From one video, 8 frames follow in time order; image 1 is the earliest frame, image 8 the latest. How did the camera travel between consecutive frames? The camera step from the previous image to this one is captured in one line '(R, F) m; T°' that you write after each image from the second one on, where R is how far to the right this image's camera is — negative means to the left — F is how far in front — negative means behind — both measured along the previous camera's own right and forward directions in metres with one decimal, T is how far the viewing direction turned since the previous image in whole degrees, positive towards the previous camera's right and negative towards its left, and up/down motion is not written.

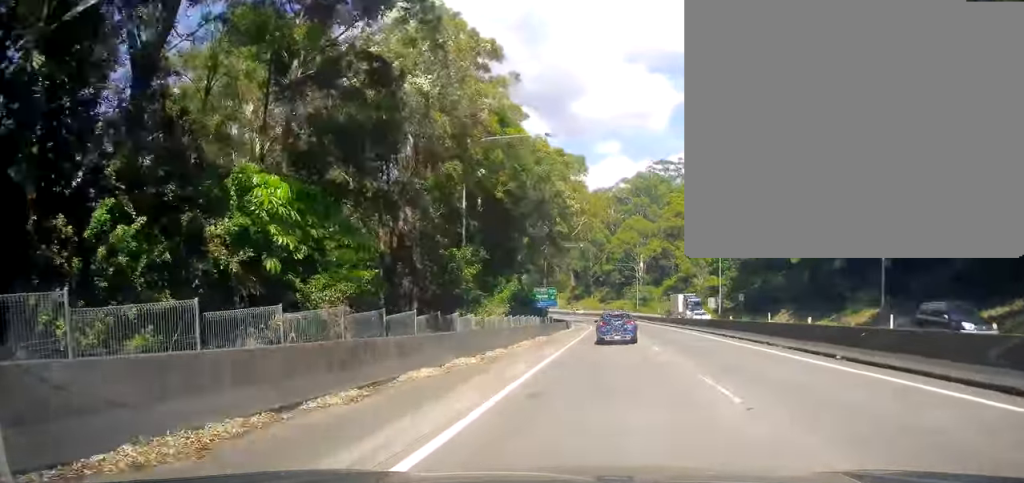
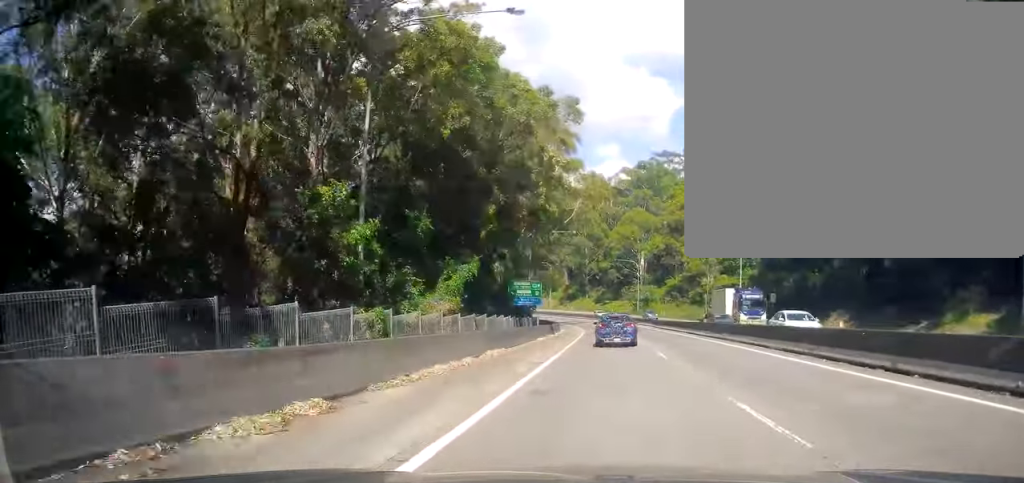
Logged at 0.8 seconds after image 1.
(-0.4, +14.7) m; +1°
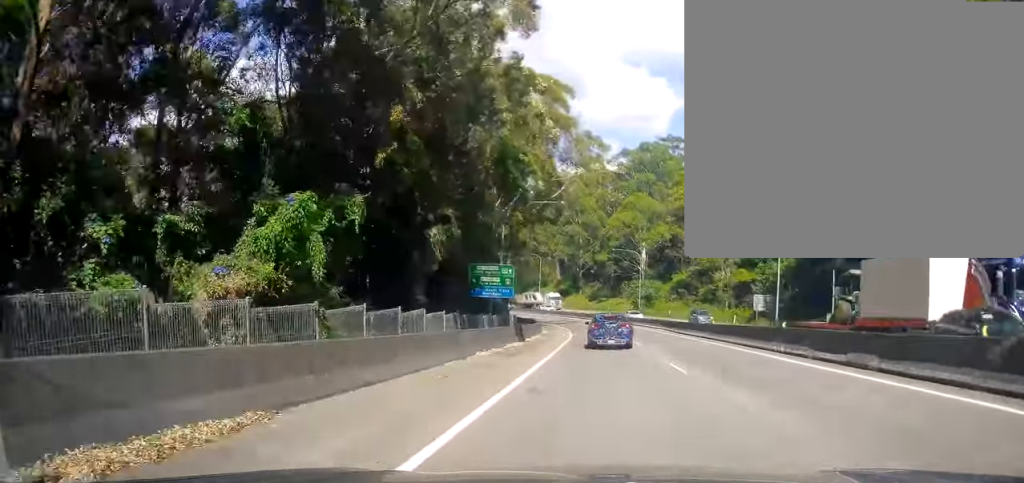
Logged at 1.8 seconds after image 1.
(+0.7, +17.4) m; +2°
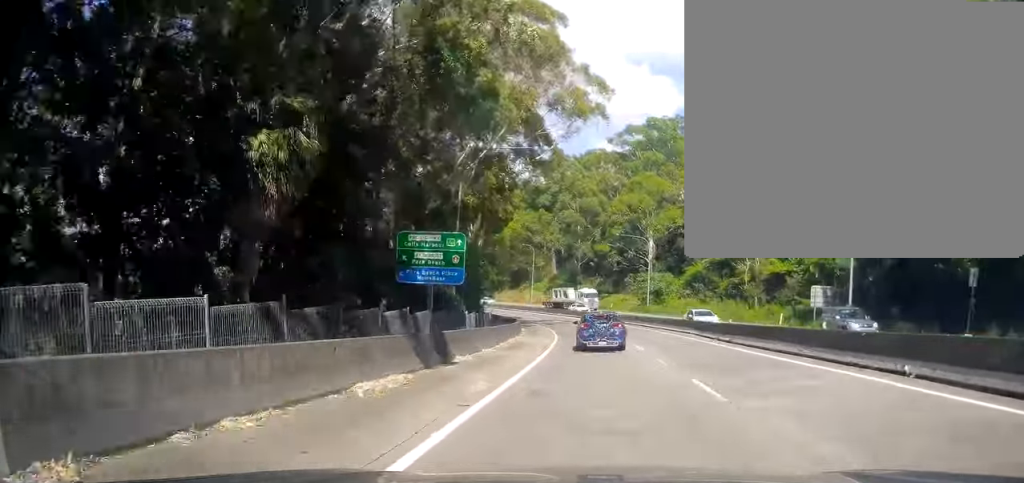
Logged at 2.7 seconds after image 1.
(0.0, +17.0) m; 0°
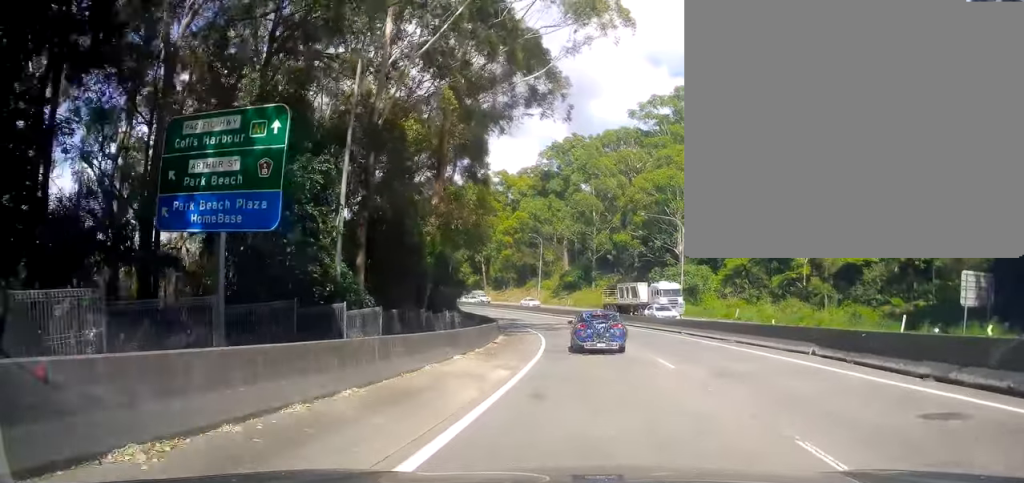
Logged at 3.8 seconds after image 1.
(0.0, +19.3) m; 0°
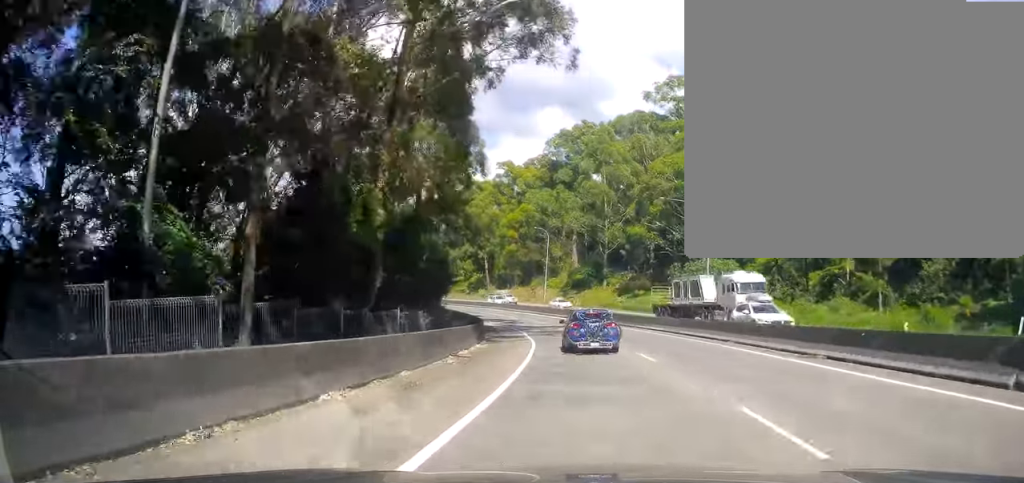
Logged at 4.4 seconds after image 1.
(0.0, +9.9) m; 0°
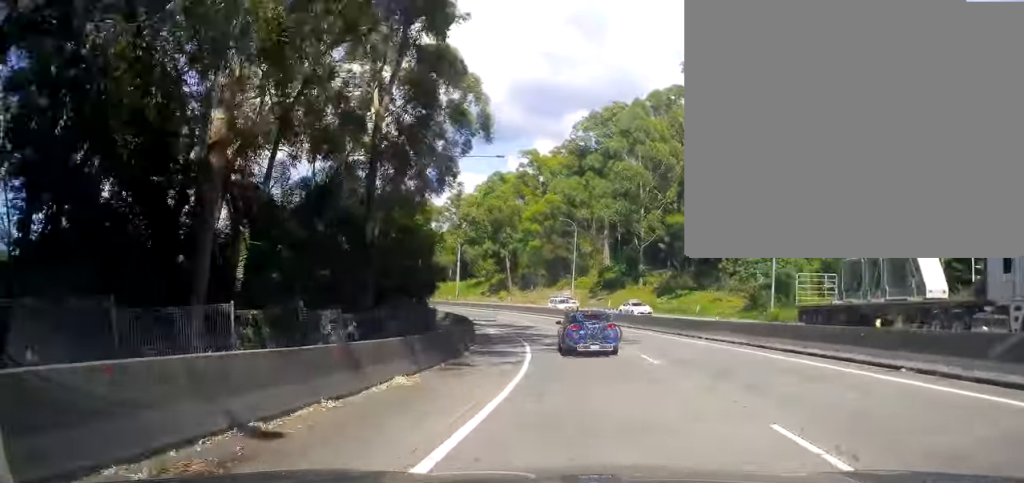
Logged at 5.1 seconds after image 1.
(0.0, +13.3) m; -1°
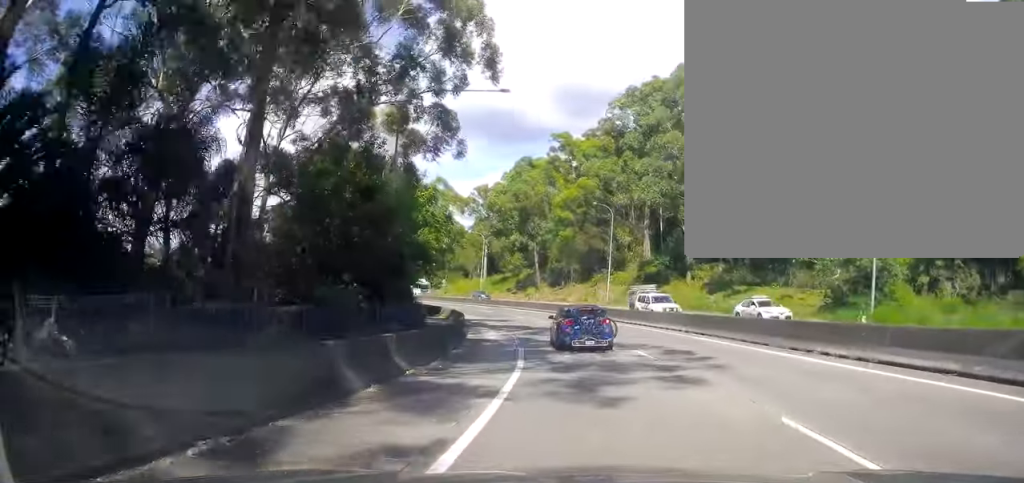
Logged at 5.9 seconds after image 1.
(0.0, +12.4) m; -3°
